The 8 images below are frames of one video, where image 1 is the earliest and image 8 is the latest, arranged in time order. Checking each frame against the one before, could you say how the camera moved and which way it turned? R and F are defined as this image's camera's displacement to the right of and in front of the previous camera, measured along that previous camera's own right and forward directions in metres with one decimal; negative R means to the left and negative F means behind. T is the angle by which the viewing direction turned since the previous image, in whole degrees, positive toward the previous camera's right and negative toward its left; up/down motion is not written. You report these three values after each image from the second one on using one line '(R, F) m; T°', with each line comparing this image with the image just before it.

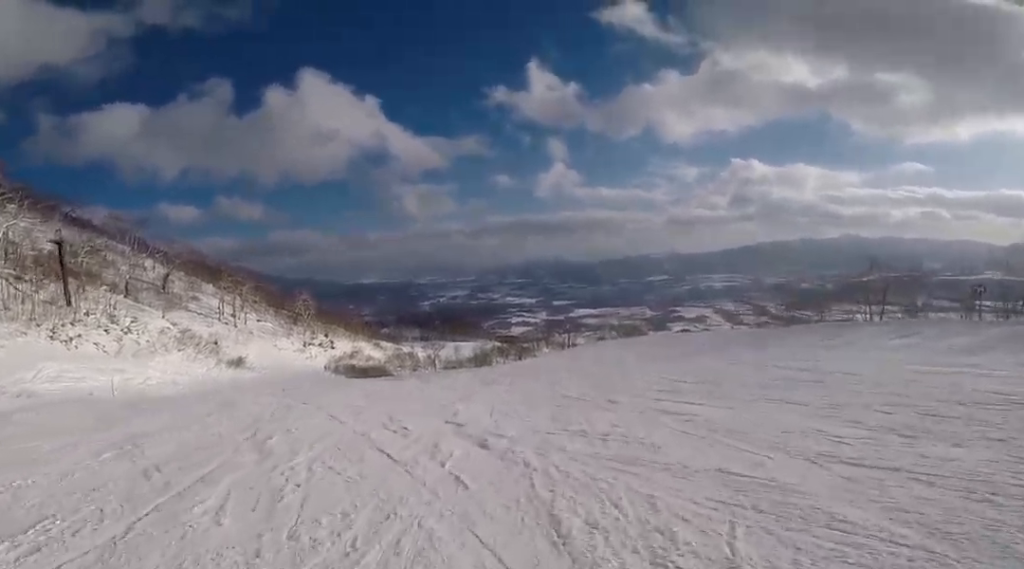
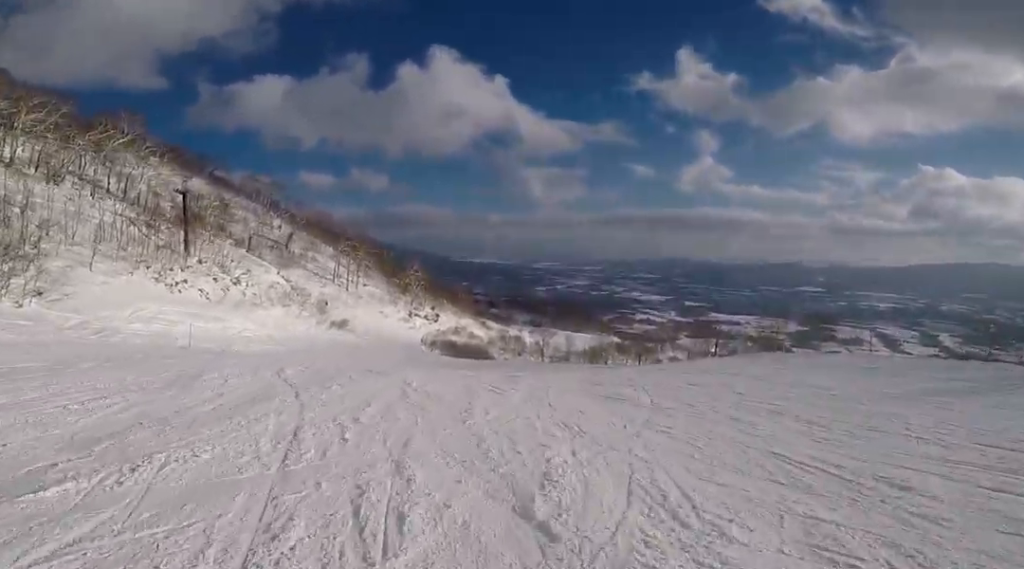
(-1.1, +4.0) m; -14°
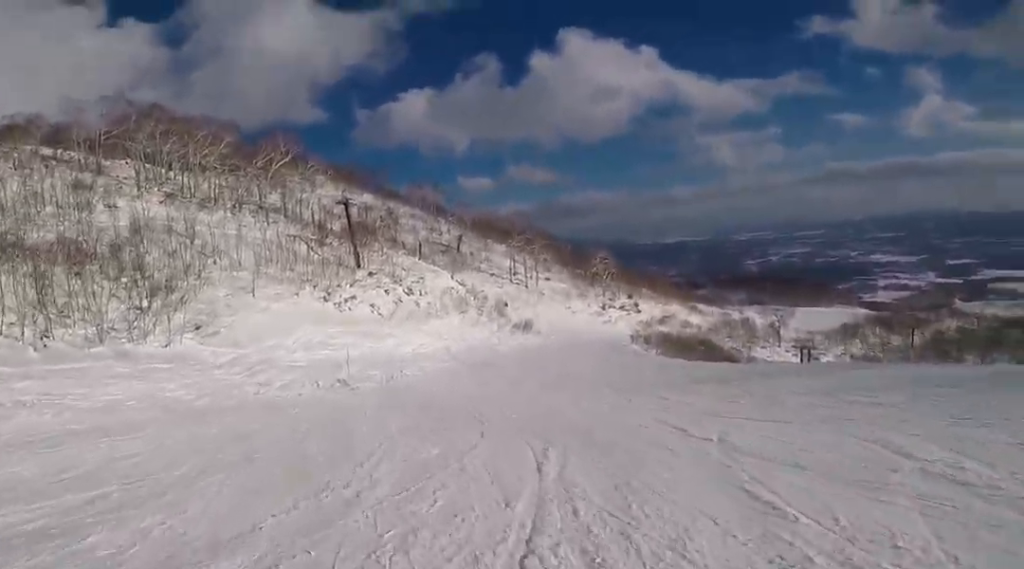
(-0.8, +9.6) m; +9°
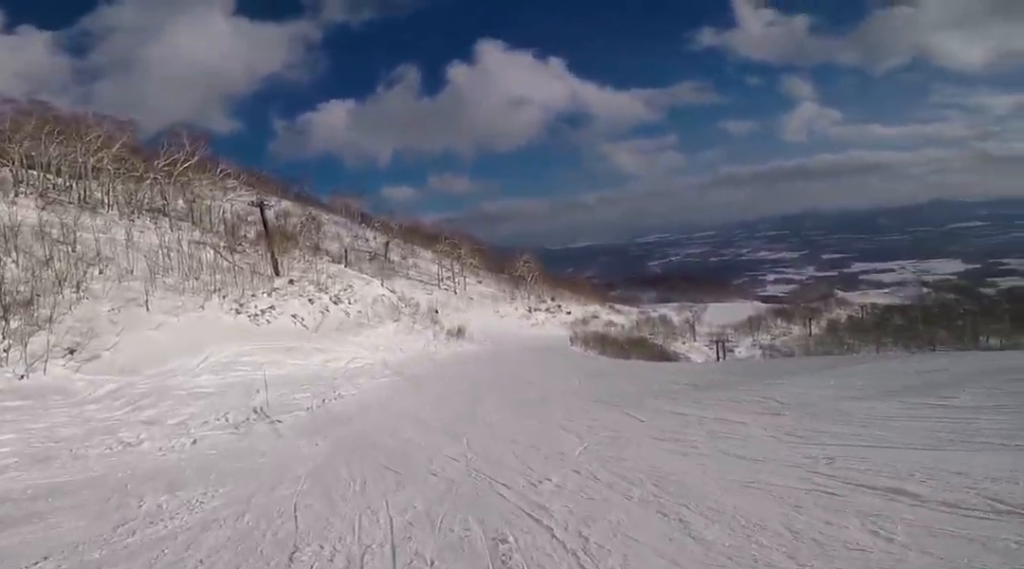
(+1.3, +5.8) m; +11°
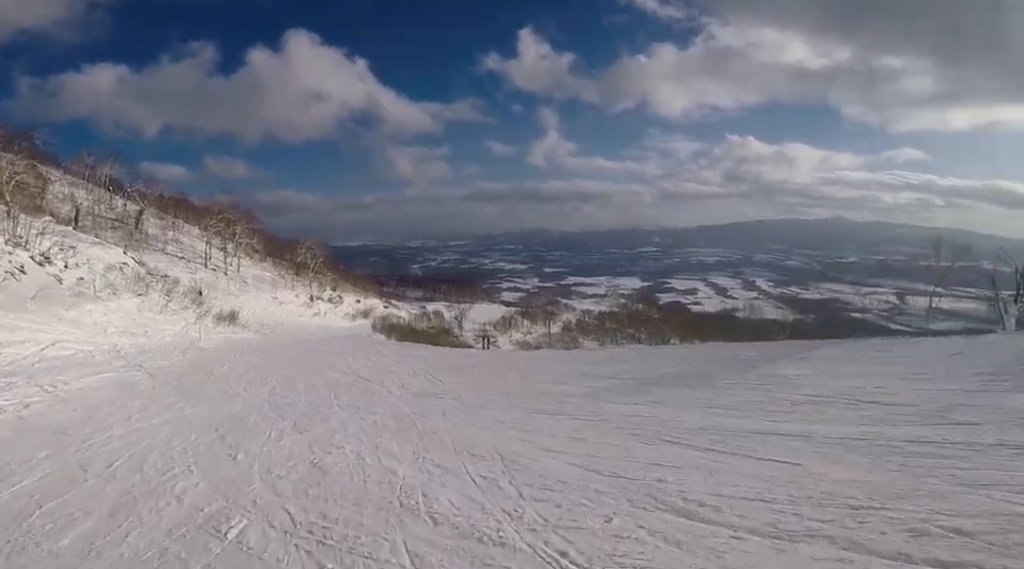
(+0.8, +11.9) m; +3°
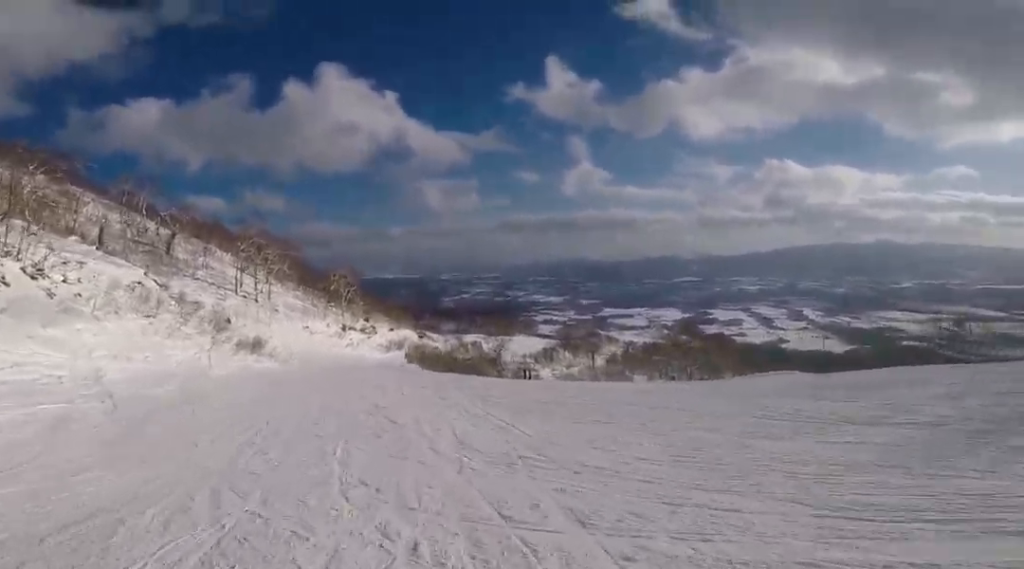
(-0.3, +6.1) m; -6°
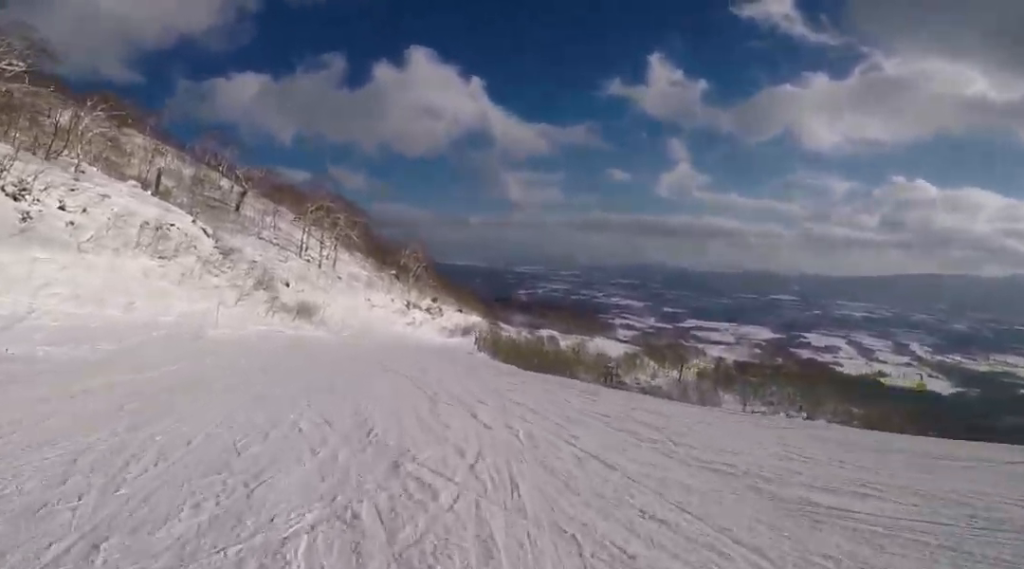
(-0.9, +9.3) m; -11°
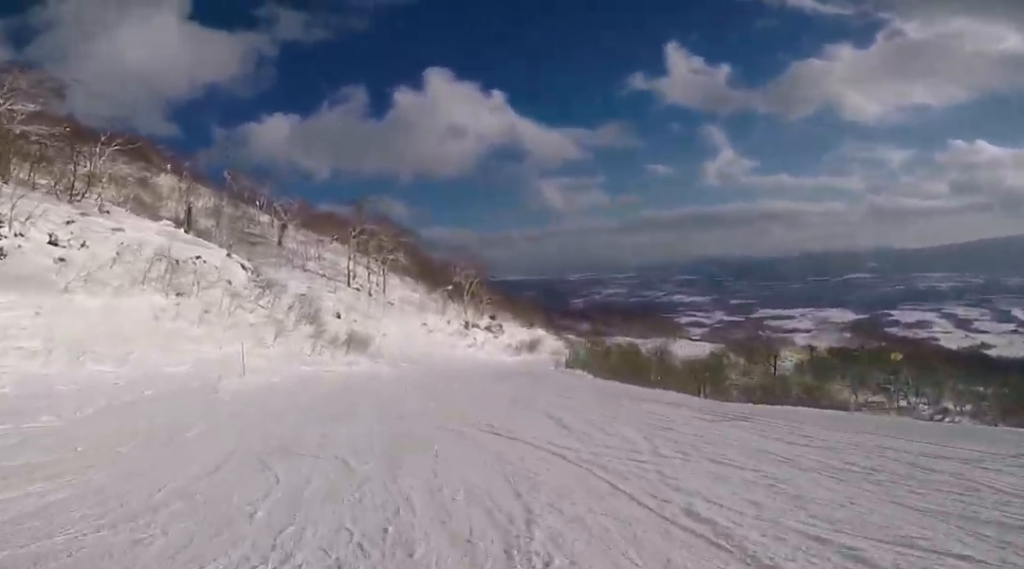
(-0.3, +6.3) m; 0°
